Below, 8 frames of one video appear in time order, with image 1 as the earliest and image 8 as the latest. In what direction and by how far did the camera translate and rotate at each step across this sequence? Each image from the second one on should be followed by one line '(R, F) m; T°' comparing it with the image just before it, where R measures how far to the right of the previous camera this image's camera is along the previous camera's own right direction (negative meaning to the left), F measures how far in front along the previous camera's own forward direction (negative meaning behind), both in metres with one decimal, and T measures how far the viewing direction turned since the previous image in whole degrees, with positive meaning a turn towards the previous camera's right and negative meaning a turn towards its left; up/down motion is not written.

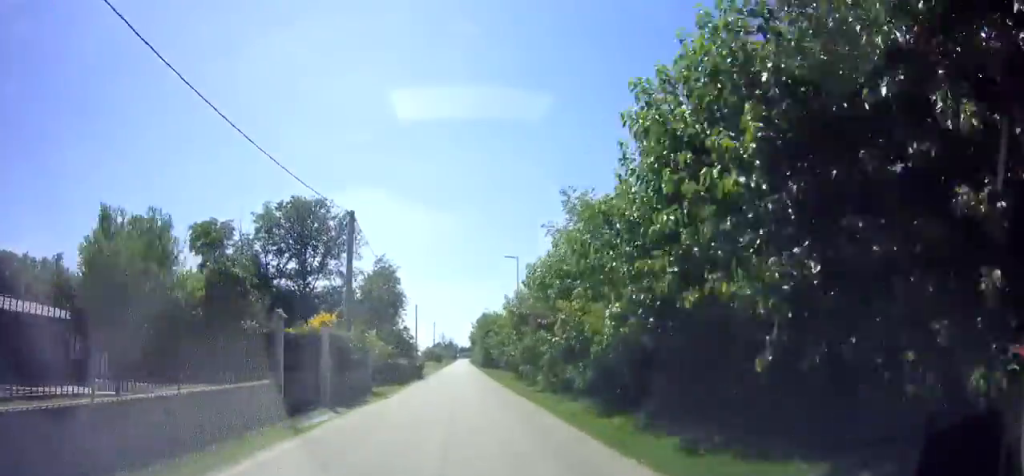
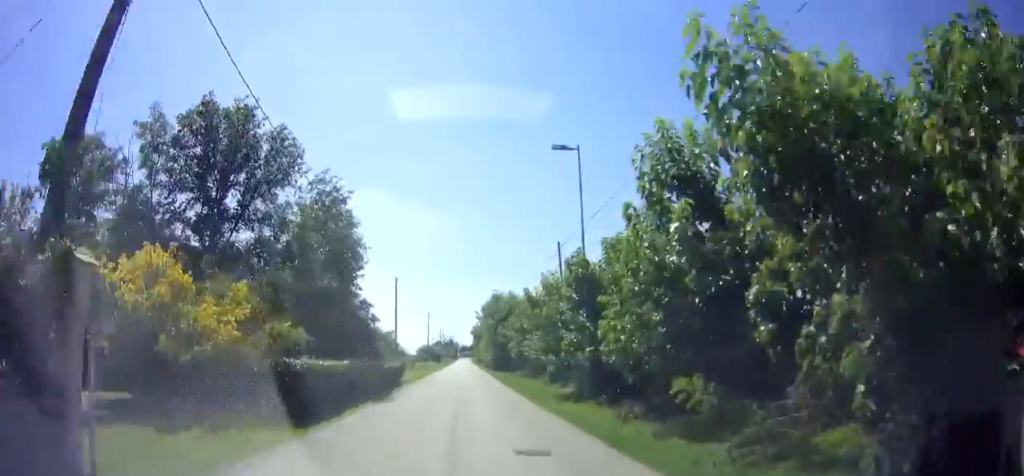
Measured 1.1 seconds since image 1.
(+0.5, +19.2) m; +1°
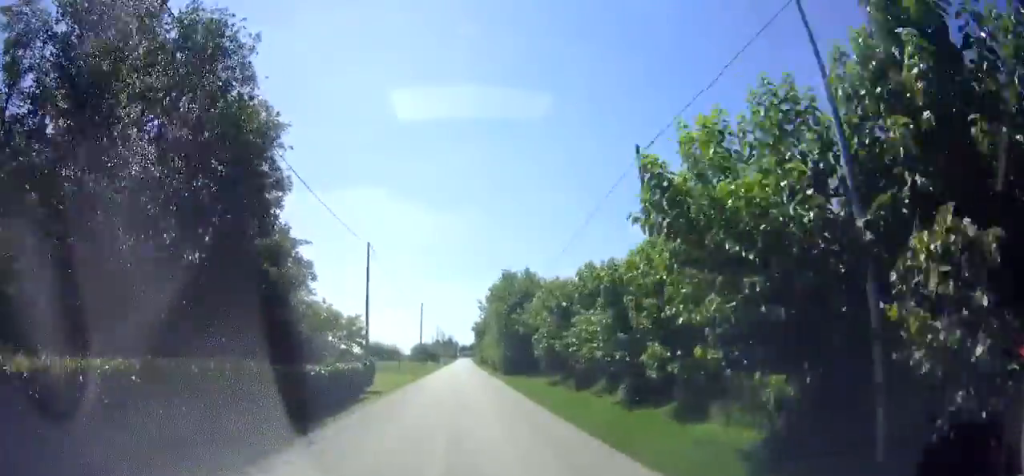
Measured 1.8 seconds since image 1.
(0.0, +12.0) m; -1°
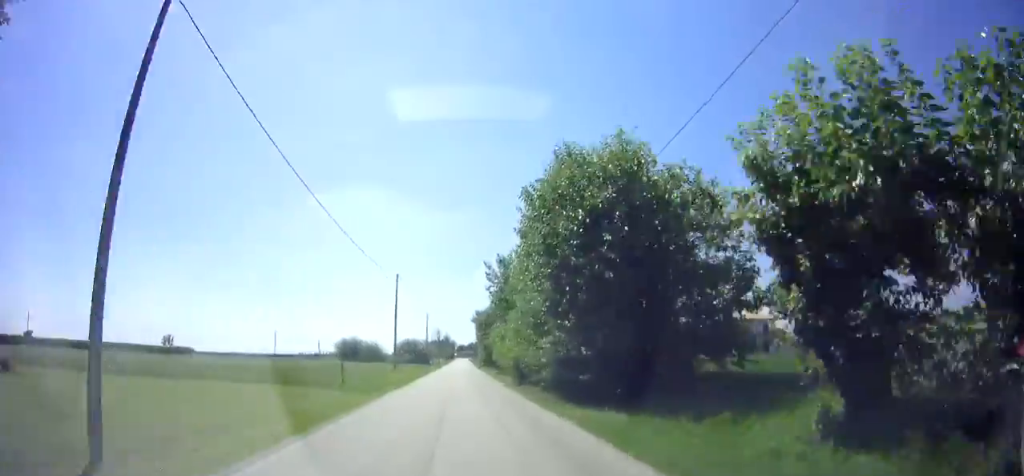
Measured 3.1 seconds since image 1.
(-0.4, +21.1) m; 0°
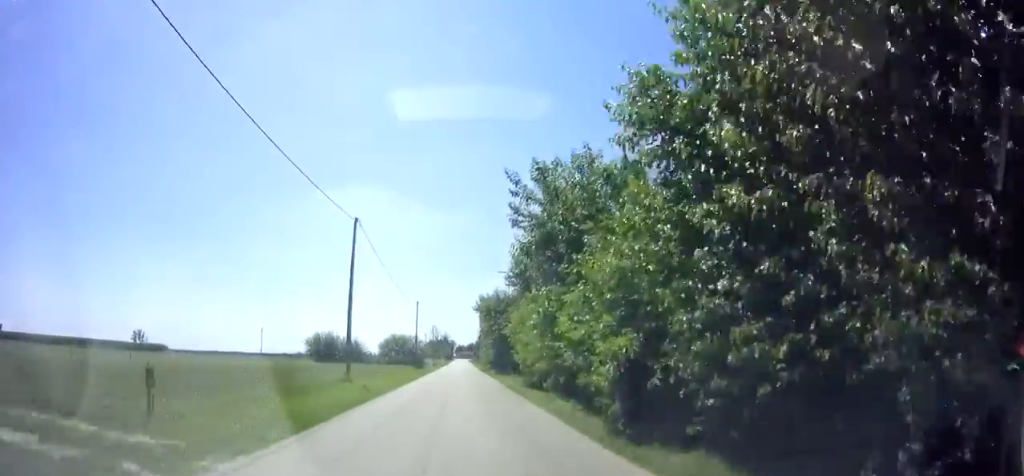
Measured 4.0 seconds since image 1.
(+0.4, +16.6) m; 0°
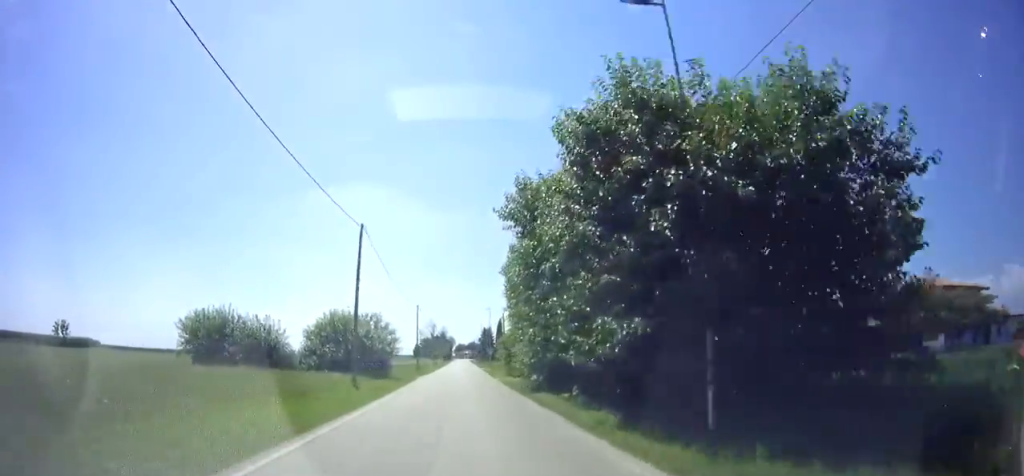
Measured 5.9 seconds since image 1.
(0.0, +32.5) m; +1°
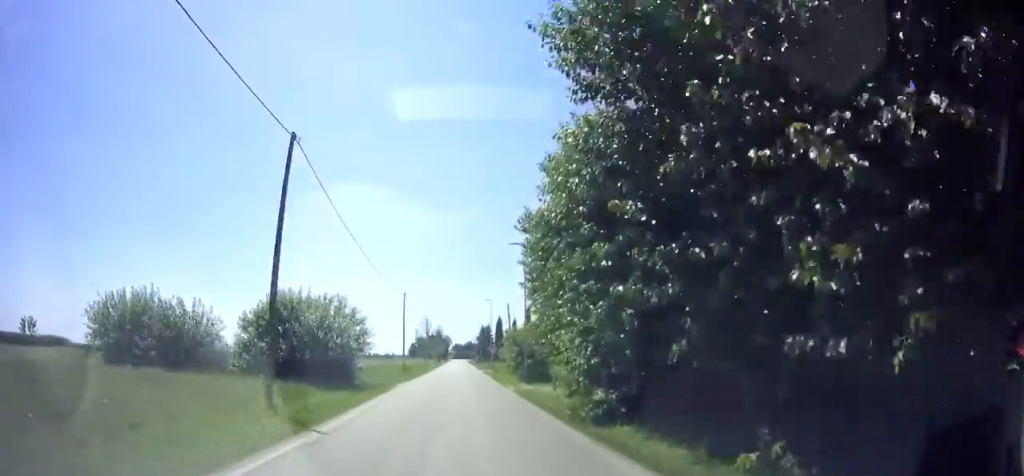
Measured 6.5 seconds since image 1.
(0.0, +10.2) m; 0°
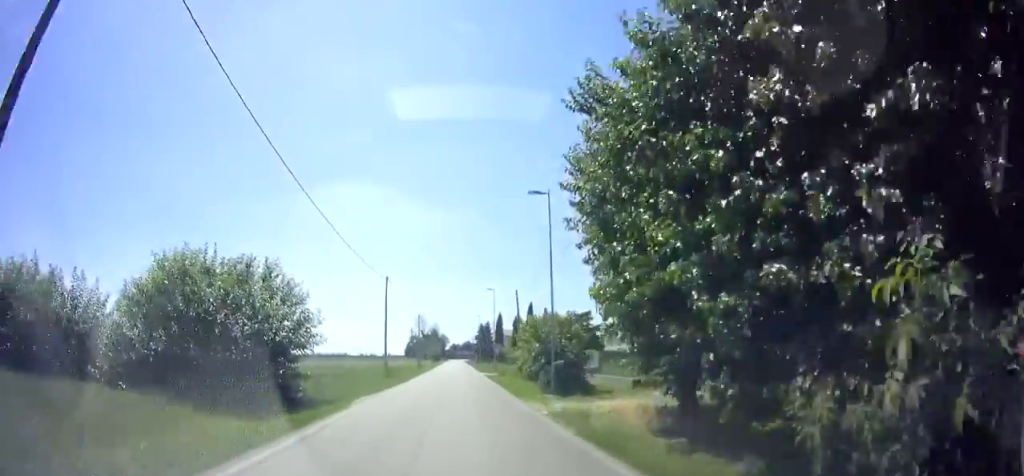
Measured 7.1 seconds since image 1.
(0.0, +9.6) m; 0°
